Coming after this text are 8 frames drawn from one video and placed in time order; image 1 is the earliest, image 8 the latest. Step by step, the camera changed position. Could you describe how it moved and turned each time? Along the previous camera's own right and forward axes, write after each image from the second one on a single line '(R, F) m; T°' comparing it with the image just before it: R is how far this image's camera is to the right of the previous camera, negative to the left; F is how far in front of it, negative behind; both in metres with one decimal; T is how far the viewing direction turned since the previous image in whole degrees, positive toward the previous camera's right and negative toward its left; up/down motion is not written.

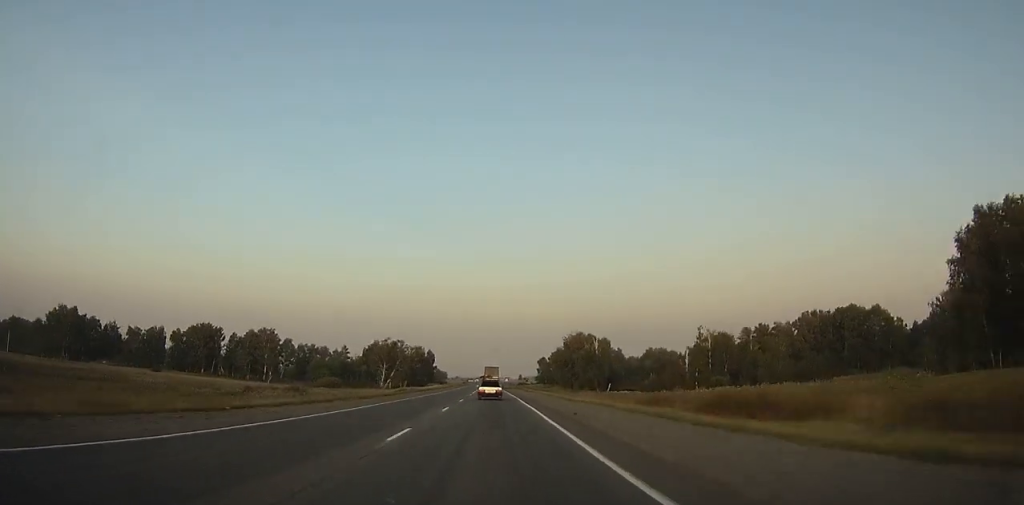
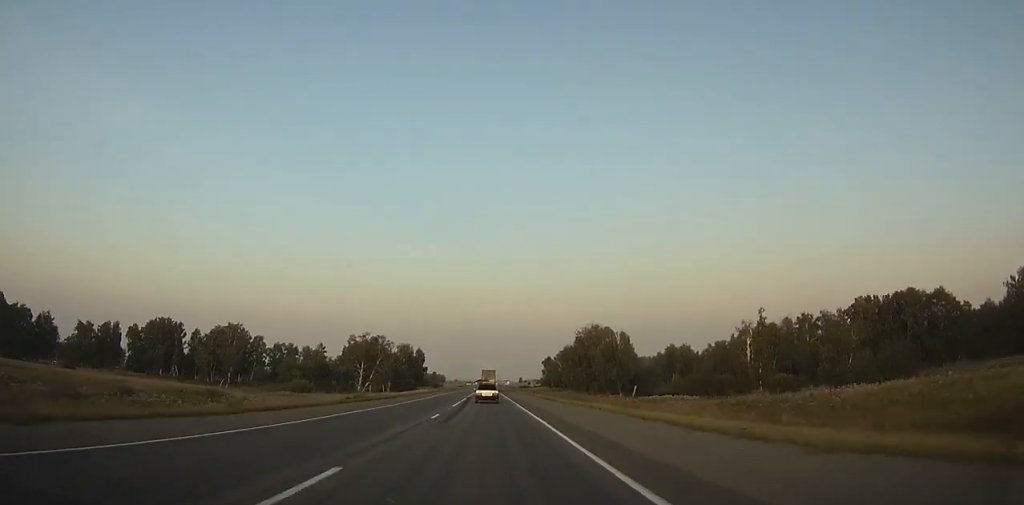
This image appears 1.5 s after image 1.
(-0.2, +30.3) m; 0°
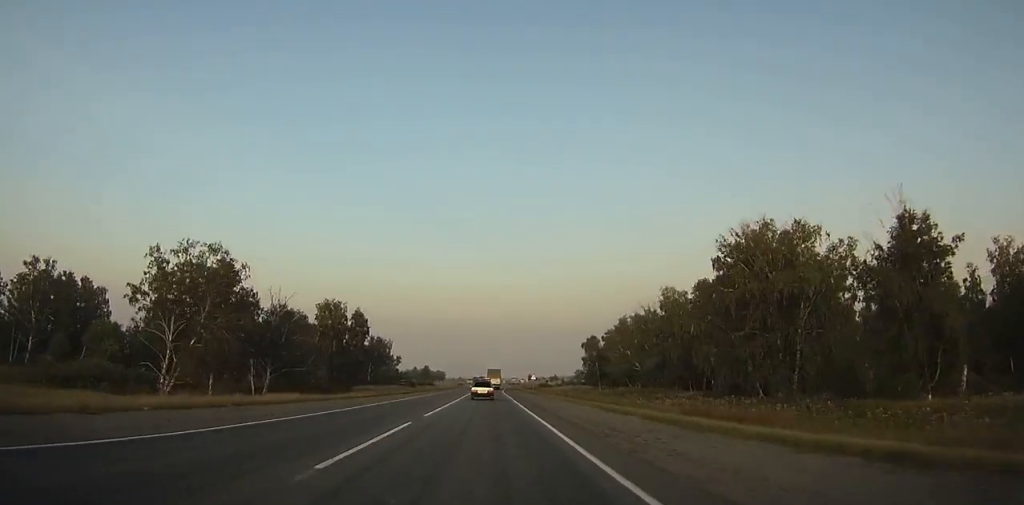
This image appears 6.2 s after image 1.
(-1.0, +96.5) m; -1°
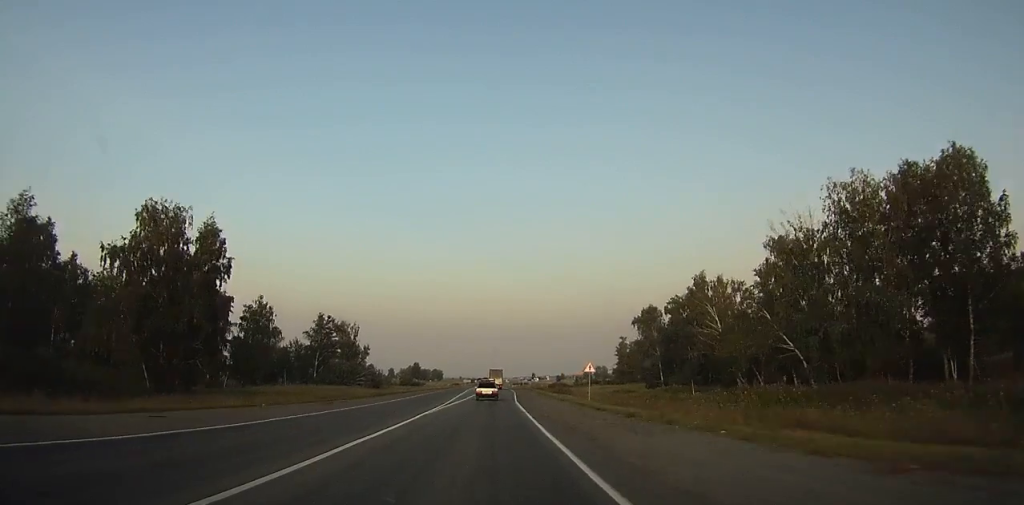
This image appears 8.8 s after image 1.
(-0.1, +54.5) m; 0°
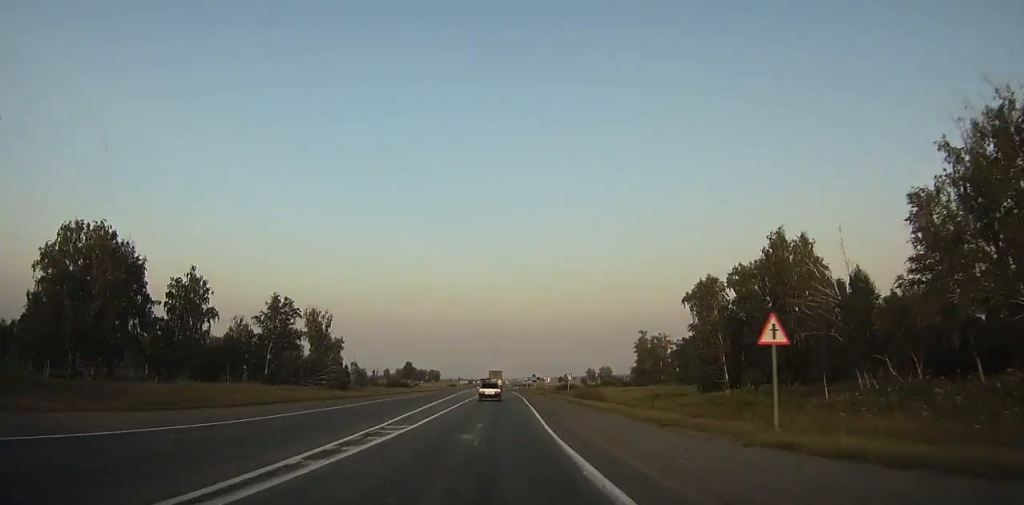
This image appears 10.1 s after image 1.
(0.0, +27.4) m; 0°
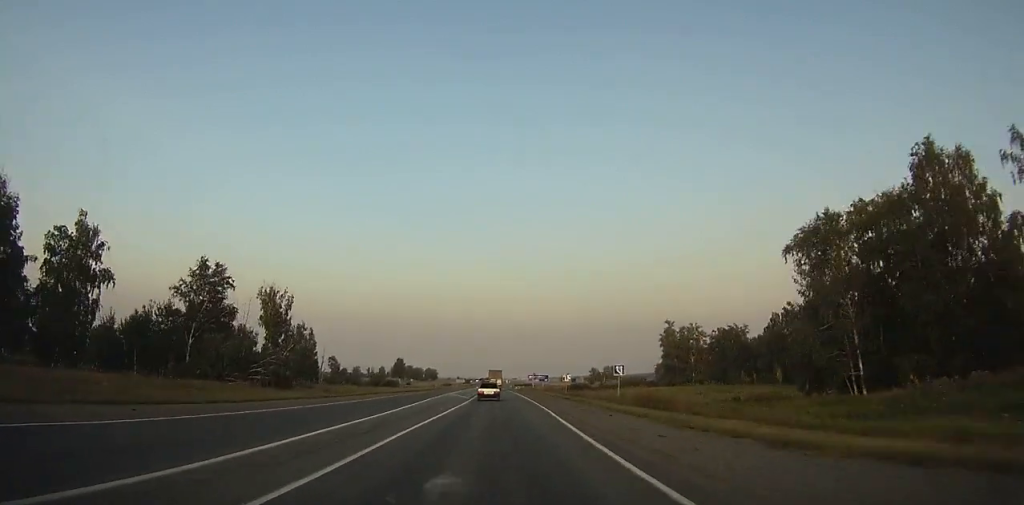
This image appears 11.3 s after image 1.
(+0.1, +25.7) m; 0°
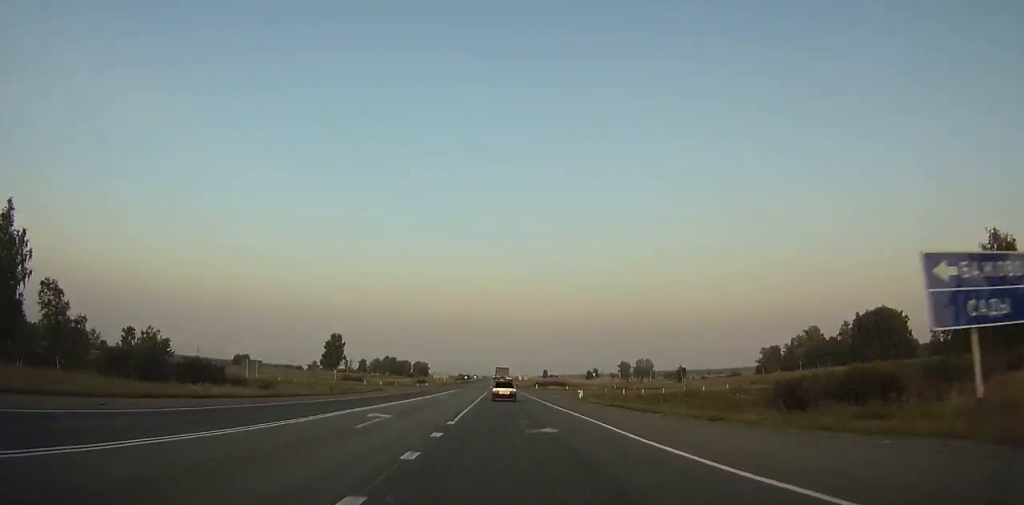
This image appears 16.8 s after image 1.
(+0.1, +118.5) m; 0°
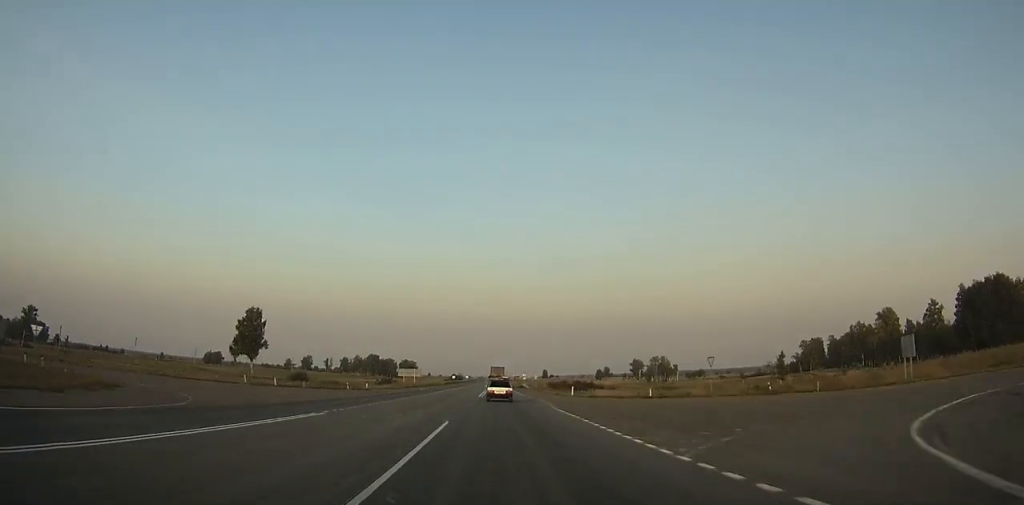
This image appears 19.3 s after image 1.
(+0.2, +54.0) m; +1°
